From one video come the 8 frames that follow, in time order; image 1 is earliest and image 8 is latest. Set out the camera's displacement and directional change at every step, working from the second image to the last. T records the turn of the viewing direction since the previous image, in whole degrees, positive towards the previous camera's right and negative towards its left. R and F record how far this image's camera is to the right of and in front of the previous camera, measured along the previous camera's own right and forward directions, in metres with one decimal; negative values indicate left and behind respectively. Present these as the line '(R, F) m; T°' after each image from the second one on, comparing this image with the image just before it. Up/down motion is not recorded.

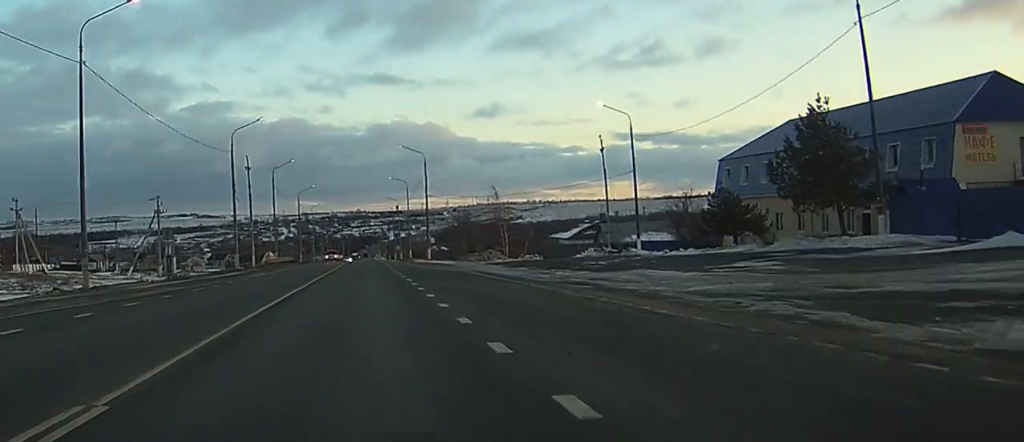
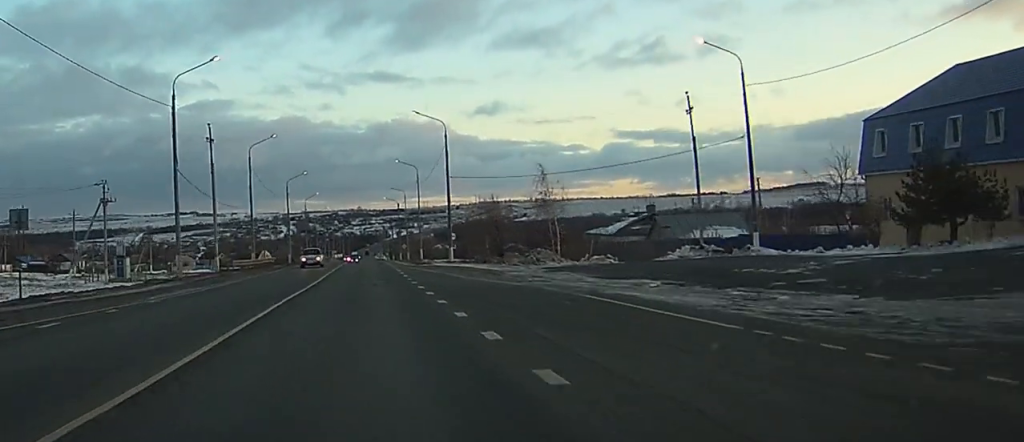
(-0.2, +22.6) m; 0°
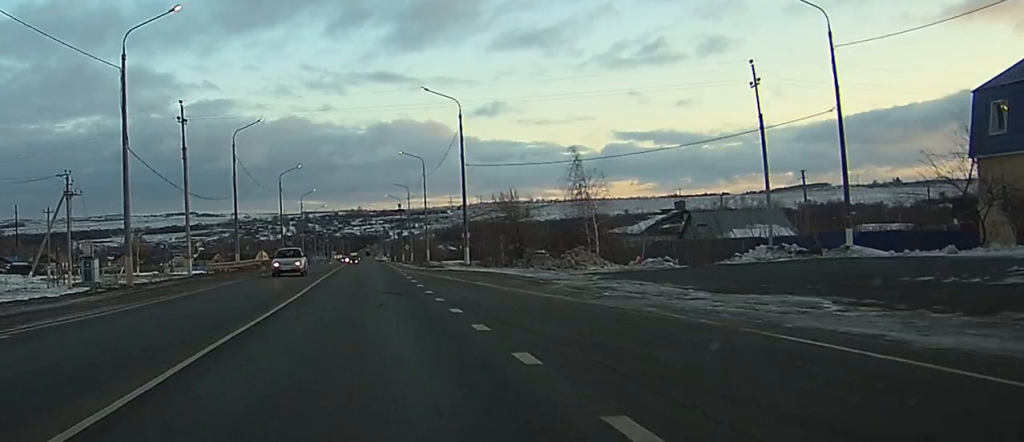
(+0.1, +10.7) m; 0°
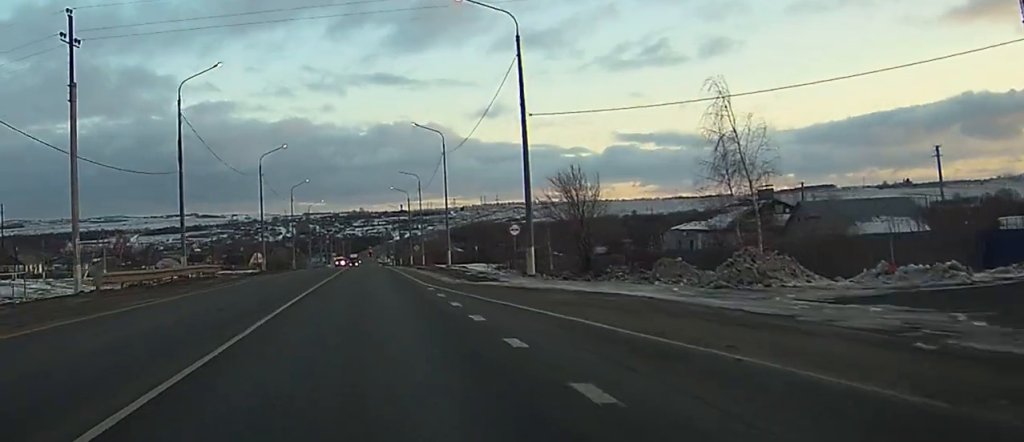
(-0.1, +22.7) m; +1°
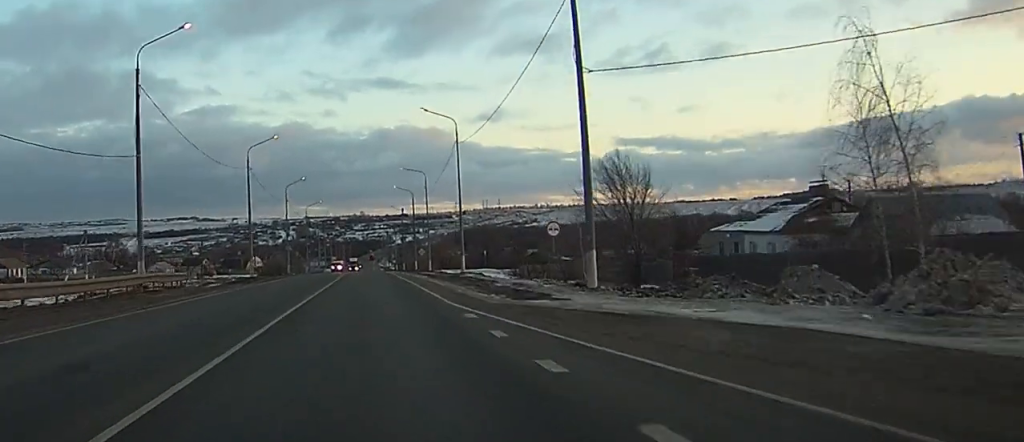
(-0.1, +10.0) m; +1°
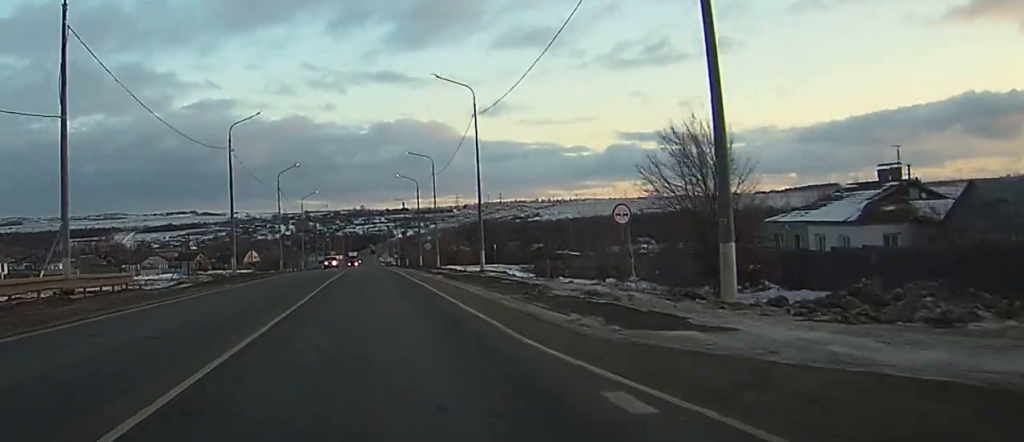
(+0.3, +10.6) m; 0°
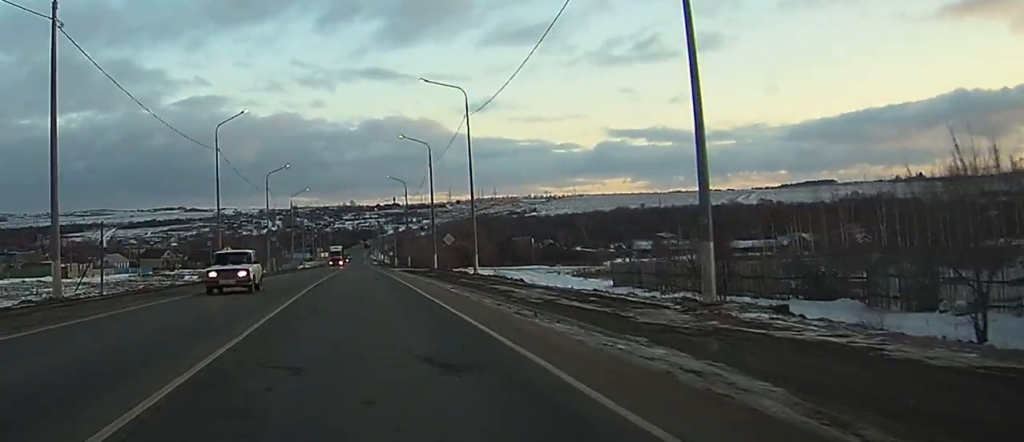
(-1.1, +37.2) m; -2°
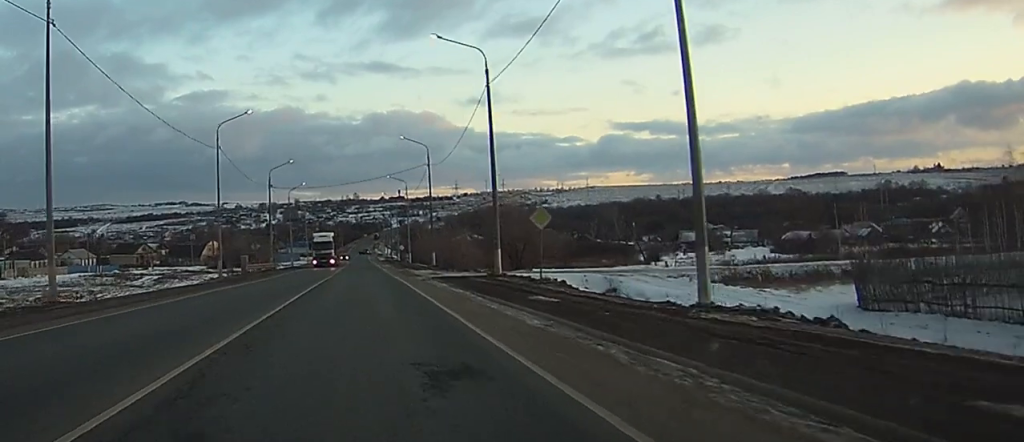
(+1.1, +35.7) m; +1°
